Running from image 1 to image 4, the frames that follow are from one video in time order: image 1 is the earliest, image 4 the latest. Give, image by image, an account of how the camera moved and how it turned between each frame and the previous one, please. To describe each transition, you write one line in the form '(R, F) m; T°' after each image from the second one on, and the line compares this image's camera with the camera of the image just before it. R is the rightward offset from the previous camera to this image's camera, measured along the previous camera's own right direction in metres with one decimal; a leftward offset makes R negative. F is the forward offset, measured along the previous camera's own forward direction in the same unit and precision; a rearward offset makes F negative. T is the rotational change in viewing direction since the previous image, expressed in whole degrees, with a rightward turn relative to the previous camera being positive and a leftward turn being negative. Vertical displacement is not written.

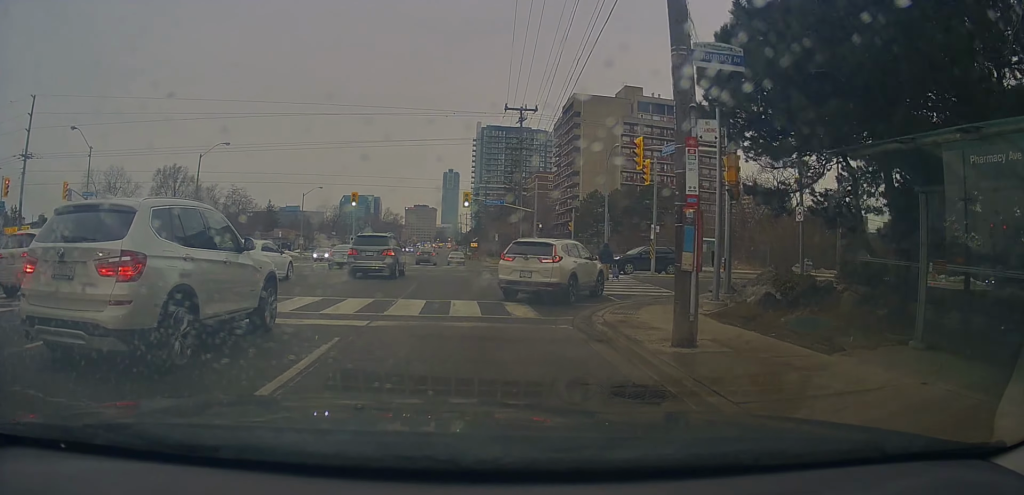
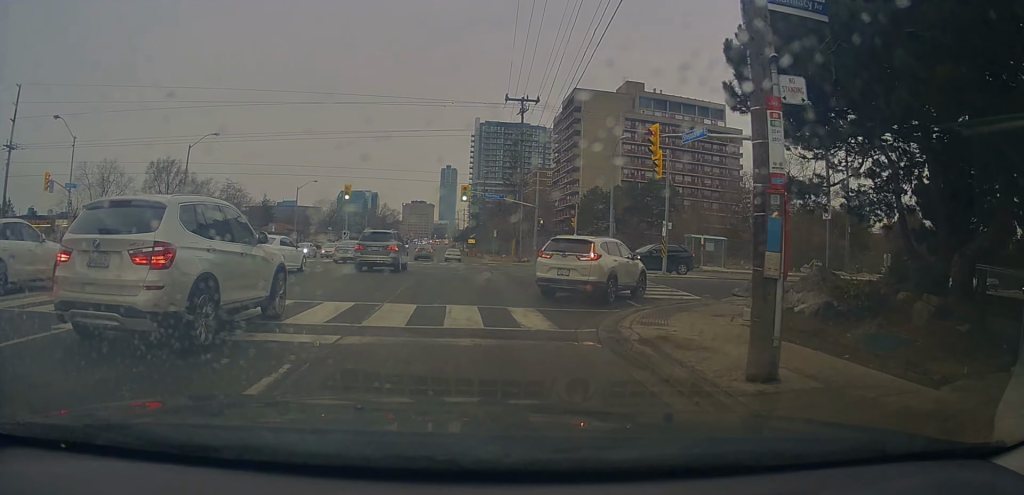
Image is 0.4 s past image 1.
(-0.1, +2.6) m; -1°
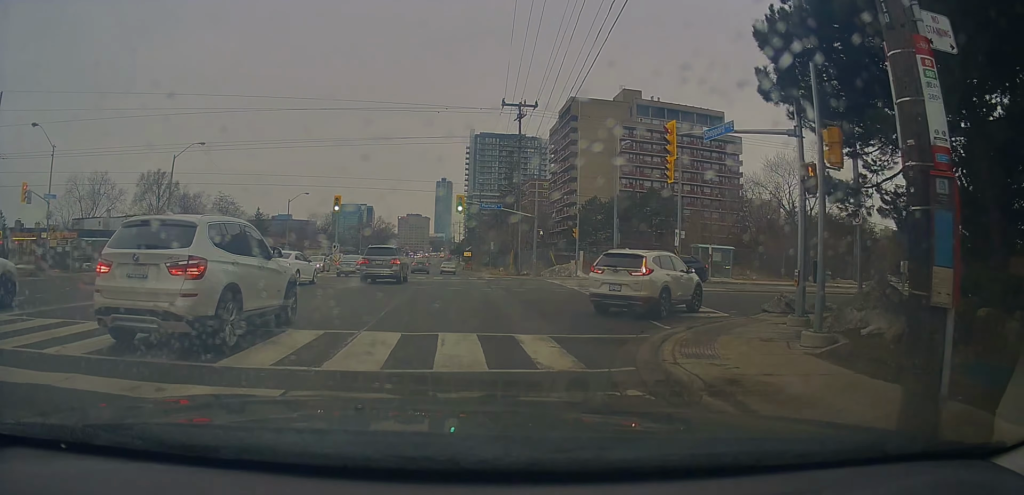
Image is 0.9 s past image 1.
(0.0, +2.4) m; +2°
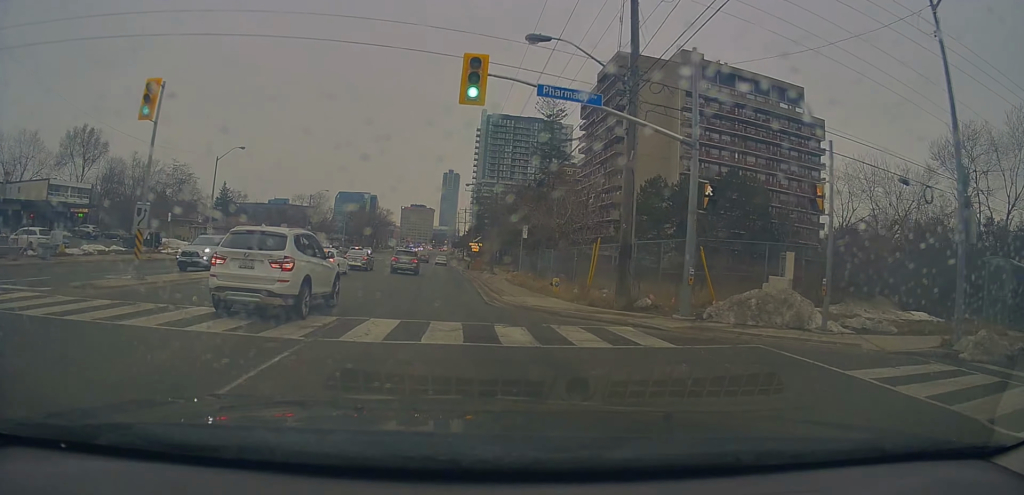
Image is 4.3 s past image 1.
(+2.3, +22.1) m; +3°
